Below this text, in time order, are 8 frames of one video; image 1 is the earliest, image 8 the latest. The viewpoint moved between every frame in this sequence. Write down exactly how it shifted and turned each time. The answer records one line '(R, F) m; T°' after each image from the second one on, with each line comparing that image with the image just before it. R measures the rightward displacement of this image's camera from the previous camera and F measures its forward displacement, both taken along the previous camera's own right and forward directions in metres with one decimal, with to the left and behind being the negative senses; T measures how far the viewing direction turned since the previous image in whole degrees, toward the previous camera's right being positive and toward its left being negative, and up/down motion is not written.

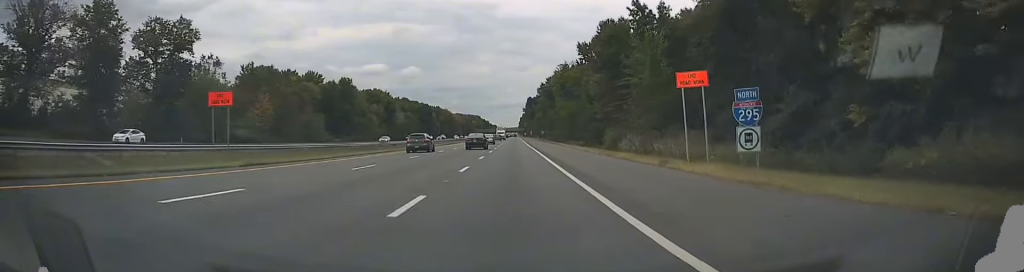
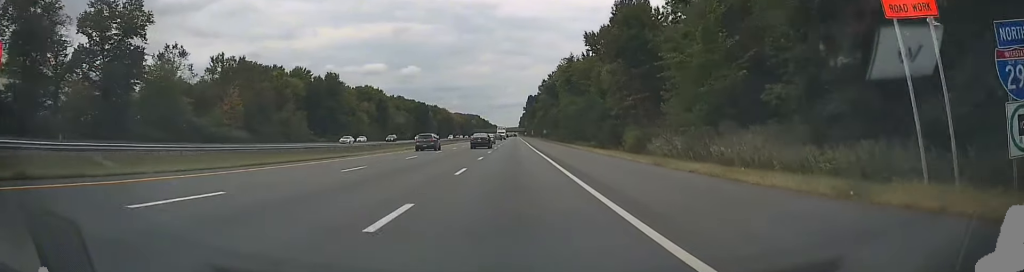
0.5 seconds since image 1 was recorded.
(0.0, +13.4) m; 0°
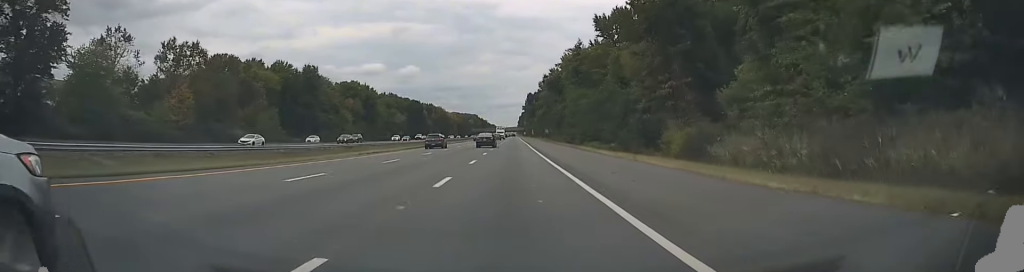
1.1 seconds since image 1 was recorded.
(-0.1, +16.6) m; 0°
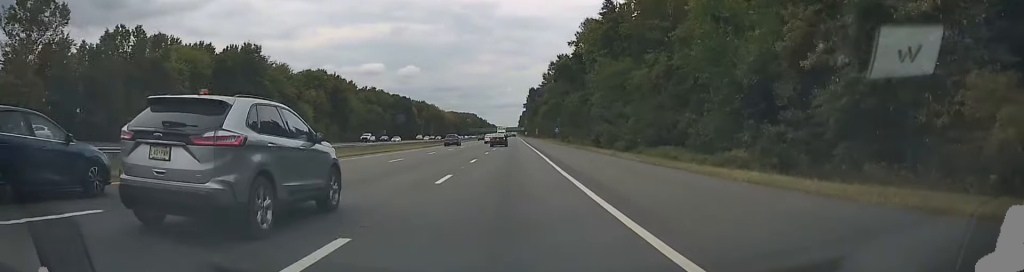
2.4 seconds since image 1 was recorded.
(-0.1, +35.3) m; 0°
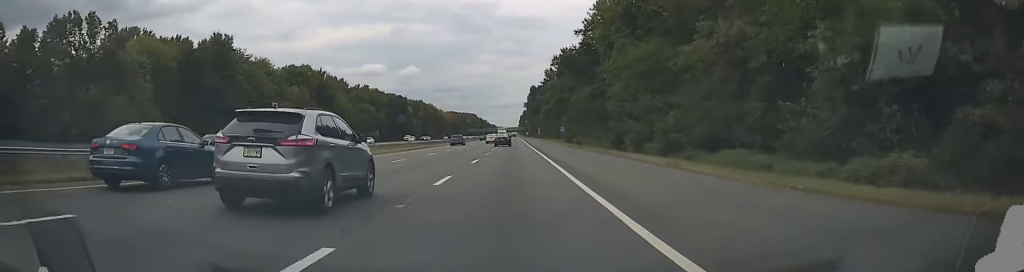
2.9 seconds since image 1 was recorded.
(0.0, +12.1) m; 0°
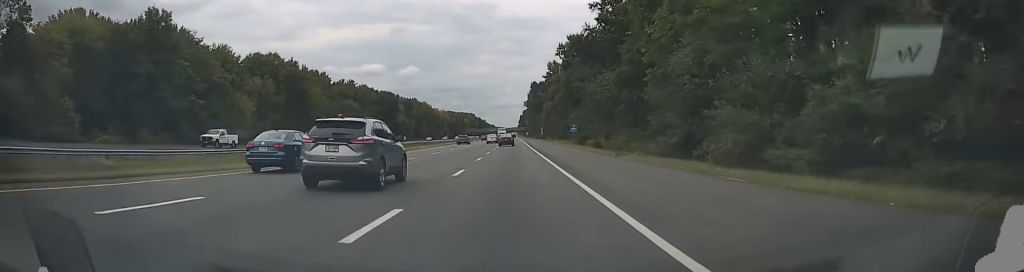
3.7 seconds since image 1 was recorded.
(+0.1, +20.6) m; 0°
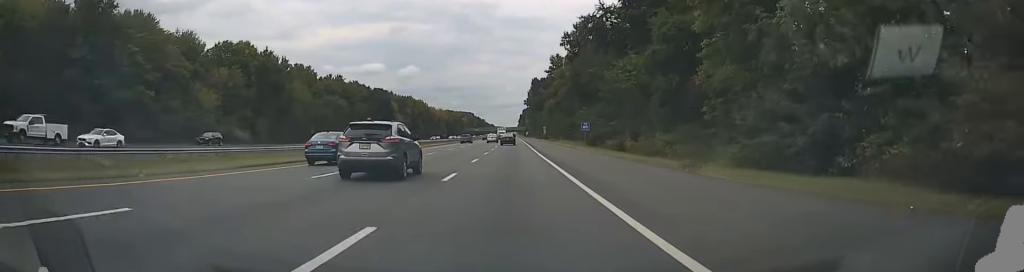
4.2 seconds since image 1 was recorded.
(0.0, +14.7) m; 0°
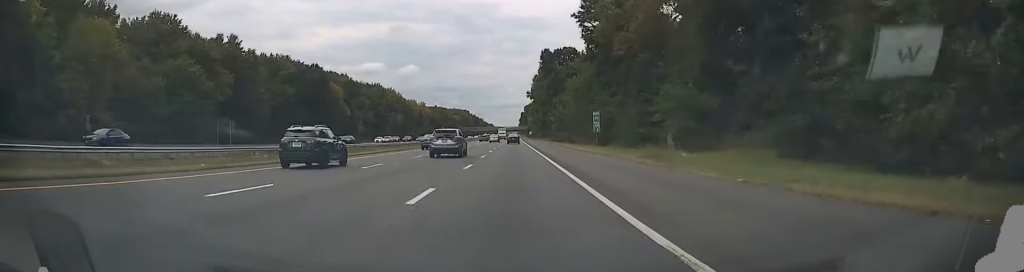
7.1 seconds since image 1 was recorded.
(-0.3, +77.6) m; -1°
